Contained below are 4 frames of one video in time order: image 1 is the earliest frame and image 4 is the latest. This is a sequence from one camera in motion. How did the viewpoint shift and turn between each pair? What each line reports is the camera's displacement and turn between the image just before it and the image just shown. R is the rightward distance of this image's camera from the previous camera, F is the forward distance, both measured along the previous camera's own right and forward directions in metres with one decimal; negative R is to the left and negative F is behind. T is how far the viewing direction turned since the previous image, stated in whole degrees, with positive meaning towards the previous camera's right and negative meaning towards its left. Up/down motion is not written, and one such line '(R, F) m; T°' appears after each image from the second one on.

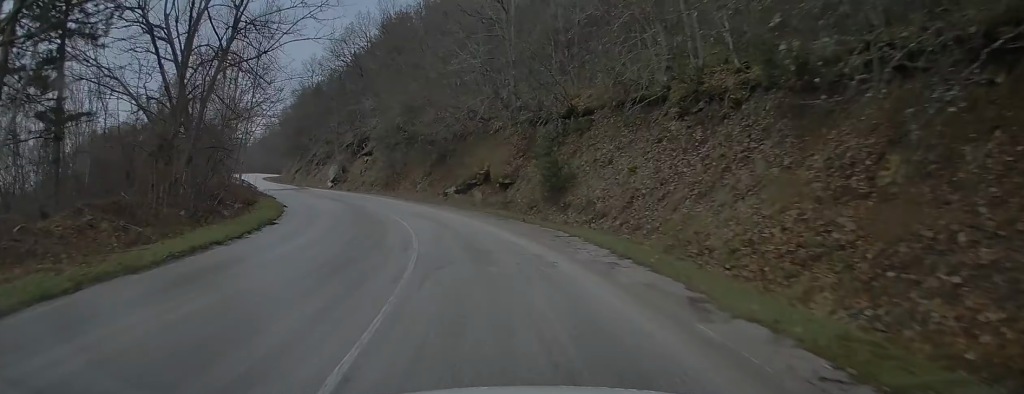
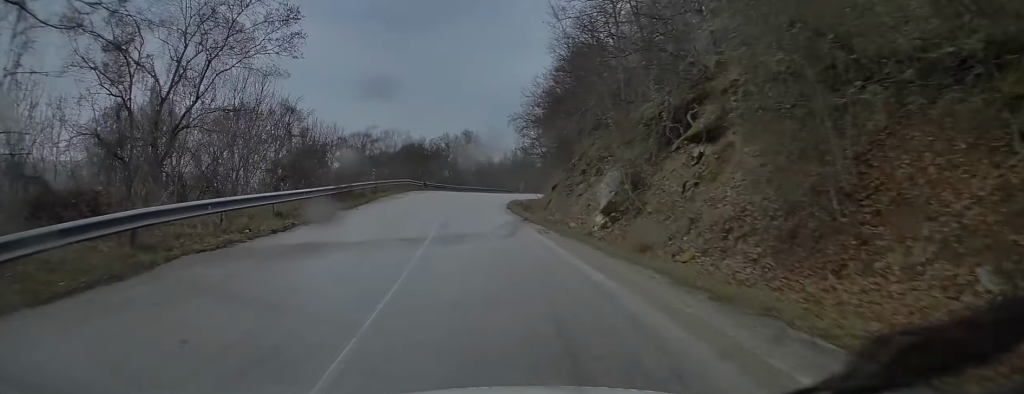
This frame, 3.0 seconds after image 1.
(-8.4, +38.2) m; -21°
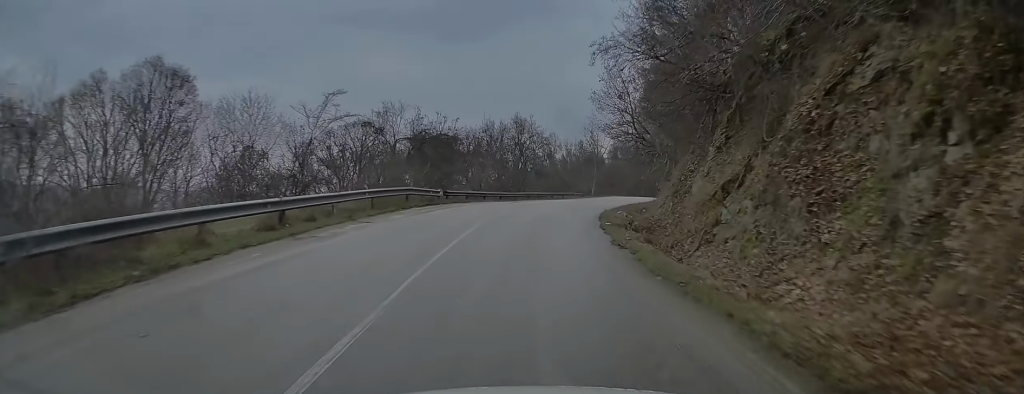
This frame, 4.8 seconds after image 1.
(-2.2, +26.0) m; -11°
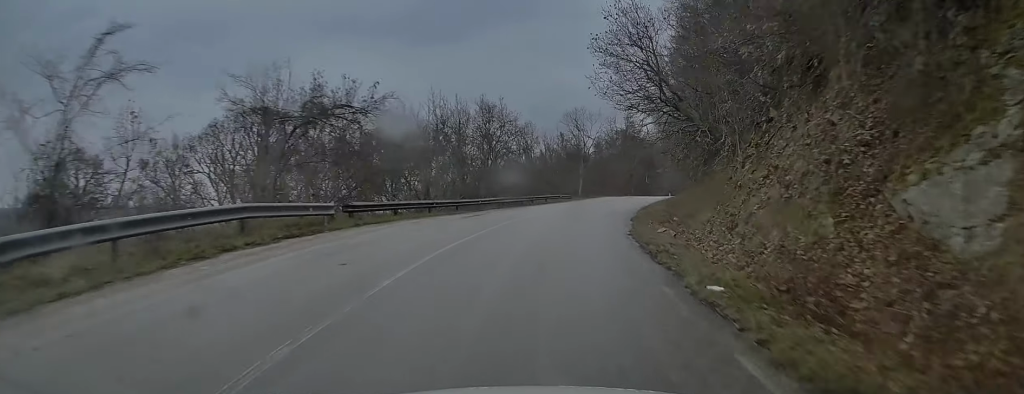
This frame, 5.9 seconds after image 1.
(-0.9, +15.3) m; -3°
